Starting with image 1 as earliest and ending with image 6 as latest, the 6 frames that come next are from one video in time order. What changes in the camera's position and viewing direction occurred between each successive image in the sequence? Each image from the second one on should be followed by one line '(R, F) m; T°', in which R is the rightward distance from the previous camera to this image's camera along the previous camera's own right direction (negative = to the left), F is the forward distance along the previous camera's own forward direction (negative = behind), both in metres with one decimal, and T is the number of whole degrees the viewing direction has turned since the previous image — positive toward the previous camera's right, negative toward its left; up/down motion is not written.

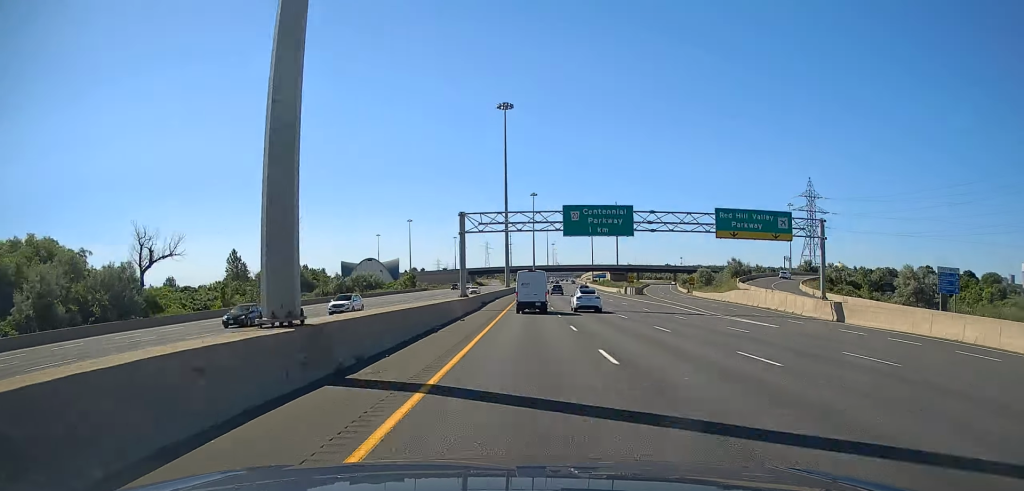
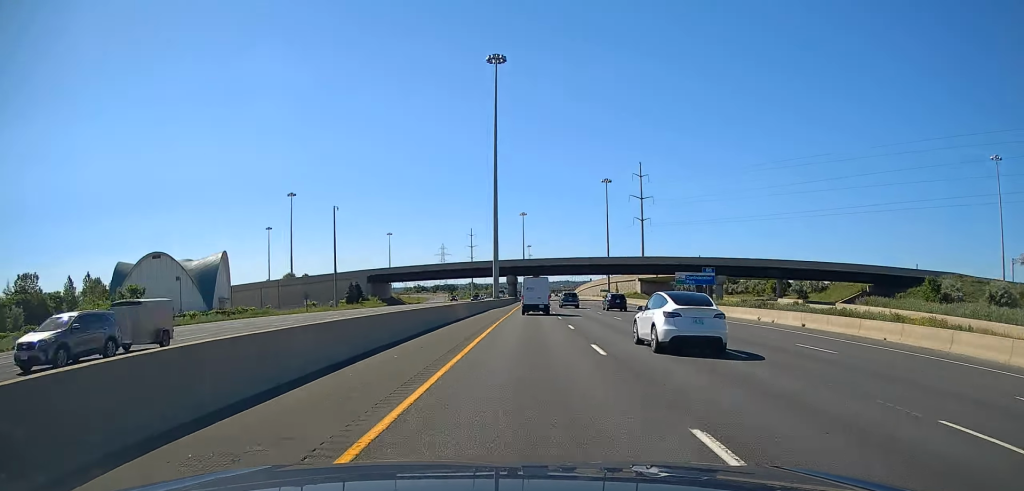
(+4.3, +169.2) m; +2°
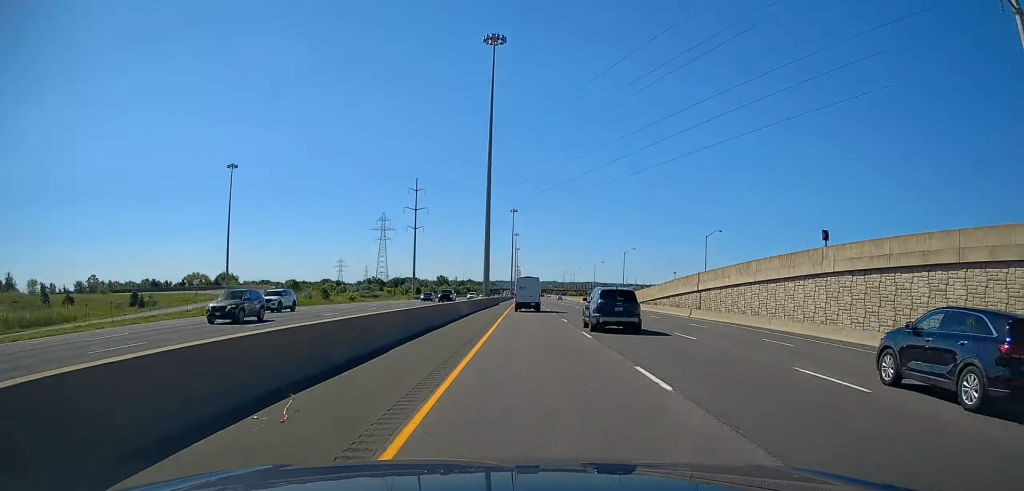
(+2.6, +202.7) m; +1°
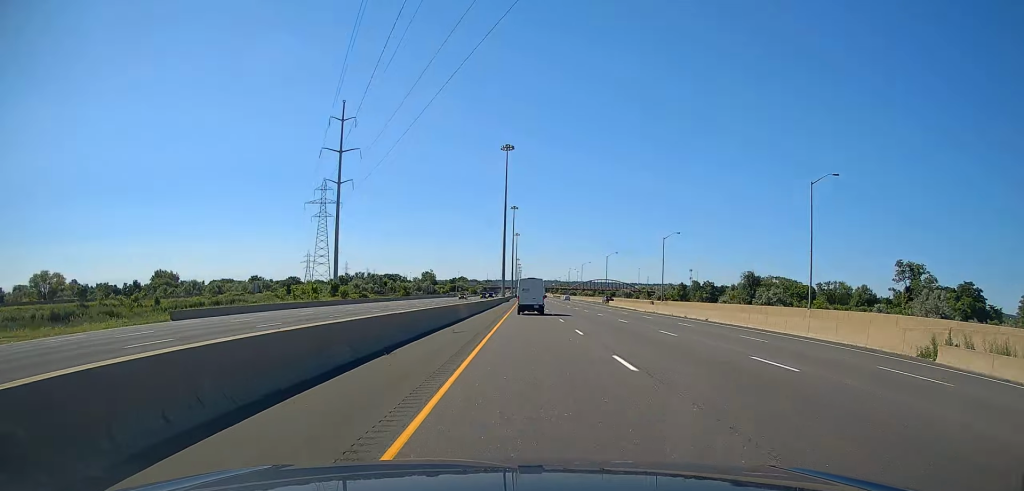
(+0.1, +120.0) m; 0°
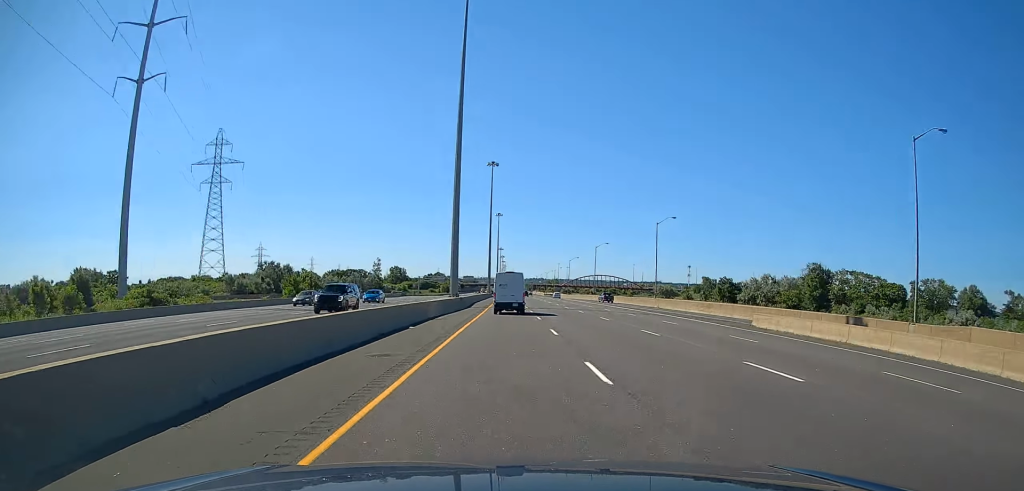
(+0.8, +90.2) m; 0°
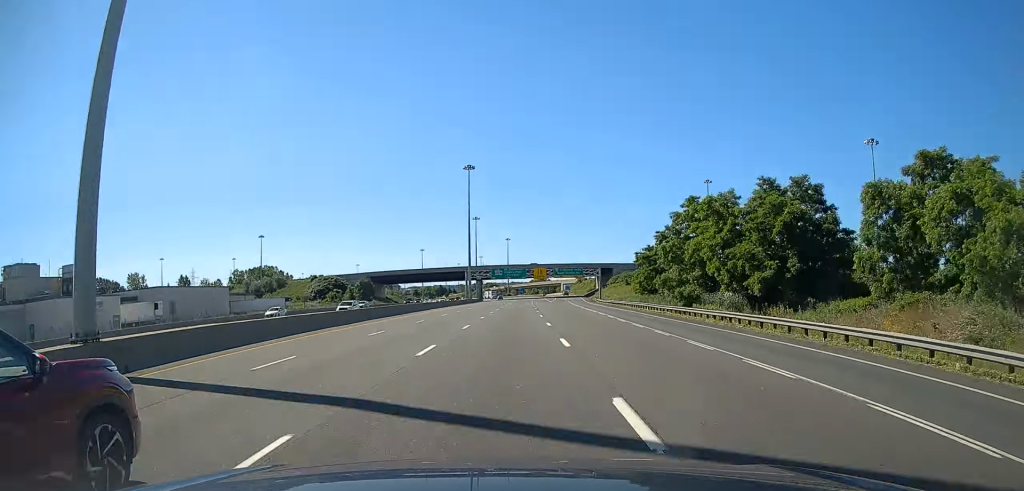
(-4.8, +817.3) m; -2°
